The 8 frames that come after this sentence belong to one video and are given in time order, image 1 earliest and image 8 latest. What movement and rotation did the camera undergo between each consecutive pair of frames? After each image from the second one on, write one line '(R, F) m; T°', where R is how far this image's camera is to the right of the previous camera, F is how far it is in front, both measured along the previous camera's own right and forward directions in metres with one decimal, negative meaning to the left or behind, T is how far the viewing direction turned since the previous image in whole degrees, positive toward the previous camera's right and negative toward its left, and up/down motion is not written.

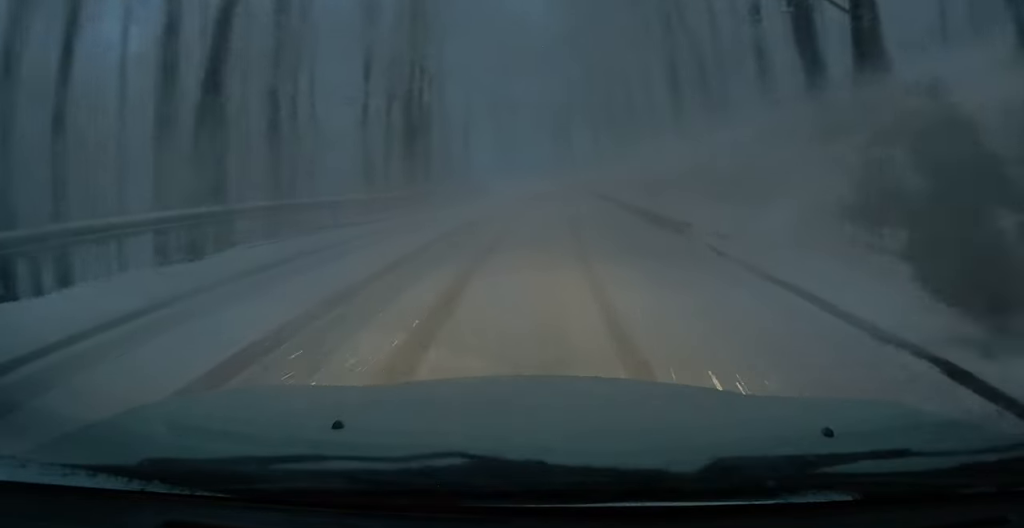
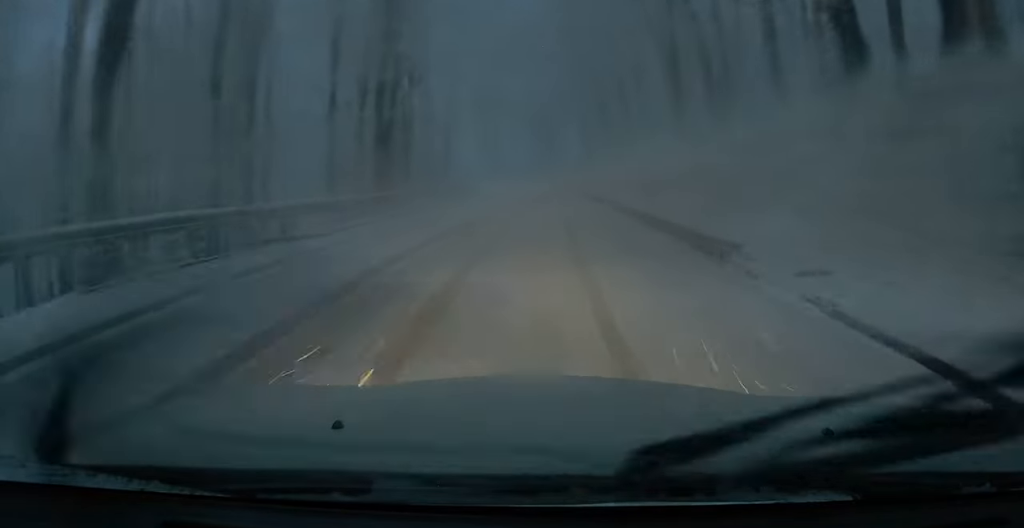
(+0.1, +3.1) m; +3°
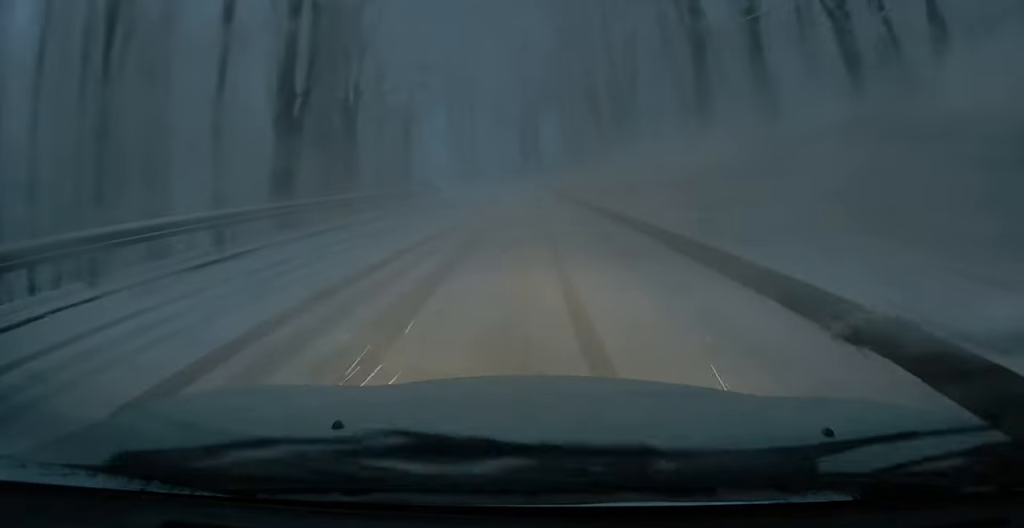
(+0.6, +7.7) m; +7°
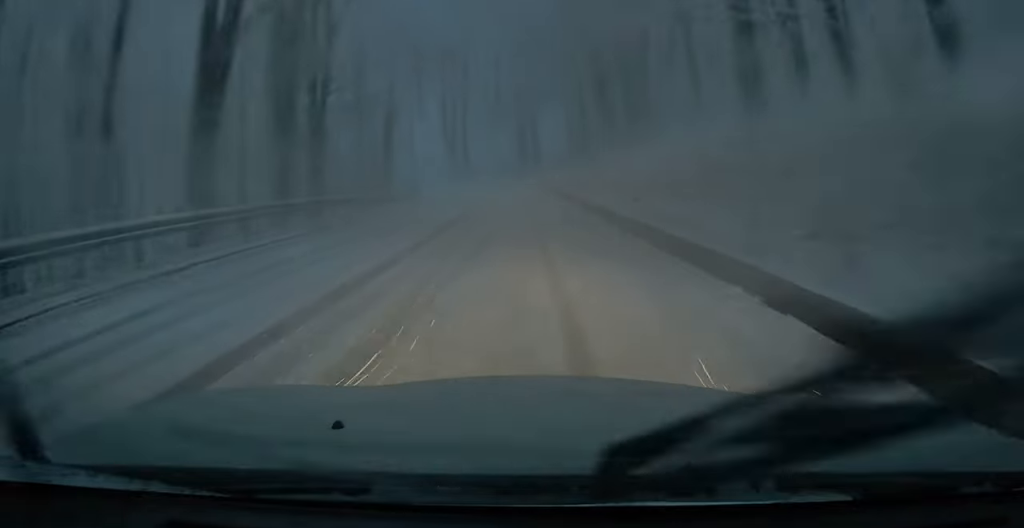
(+0.2, +5.1) m; +3°
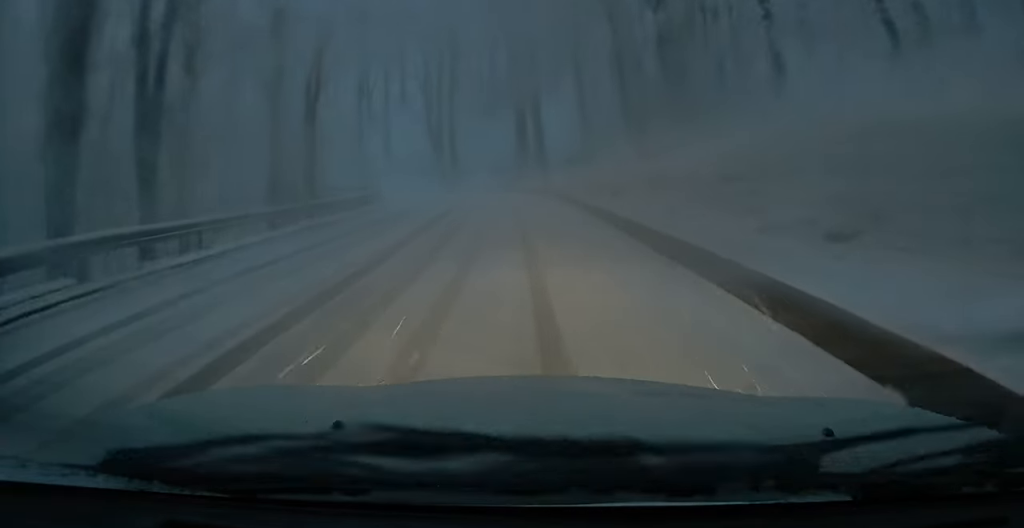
(-0.1, +14.0) m; -4°
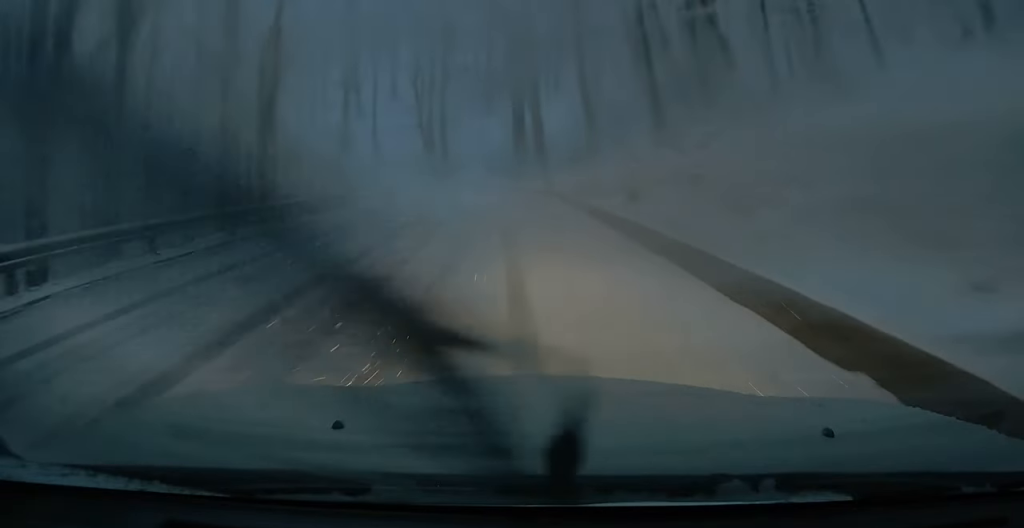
(-0.3, +4.4) m; -1°
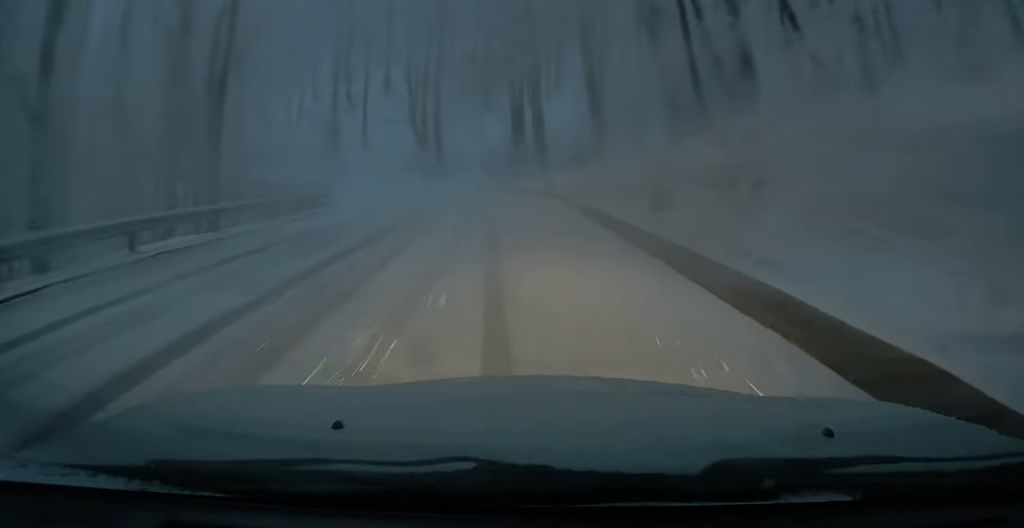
(+0.1, +3.7) m; +2°
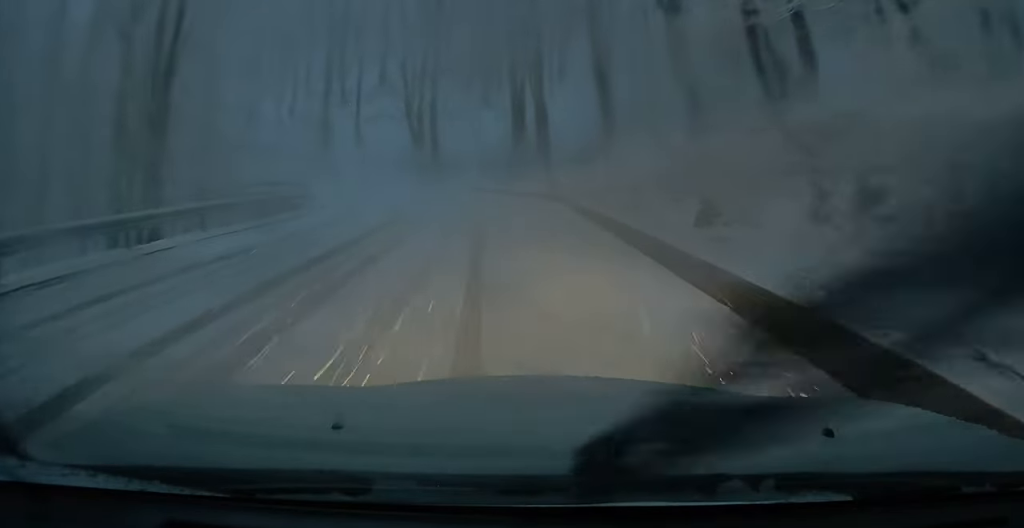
(0.0, +3.3) m; +1°
